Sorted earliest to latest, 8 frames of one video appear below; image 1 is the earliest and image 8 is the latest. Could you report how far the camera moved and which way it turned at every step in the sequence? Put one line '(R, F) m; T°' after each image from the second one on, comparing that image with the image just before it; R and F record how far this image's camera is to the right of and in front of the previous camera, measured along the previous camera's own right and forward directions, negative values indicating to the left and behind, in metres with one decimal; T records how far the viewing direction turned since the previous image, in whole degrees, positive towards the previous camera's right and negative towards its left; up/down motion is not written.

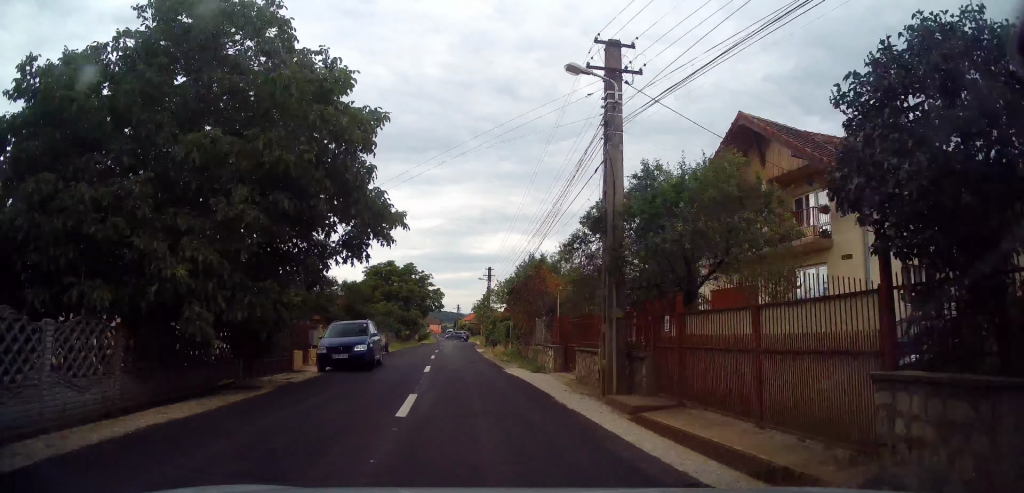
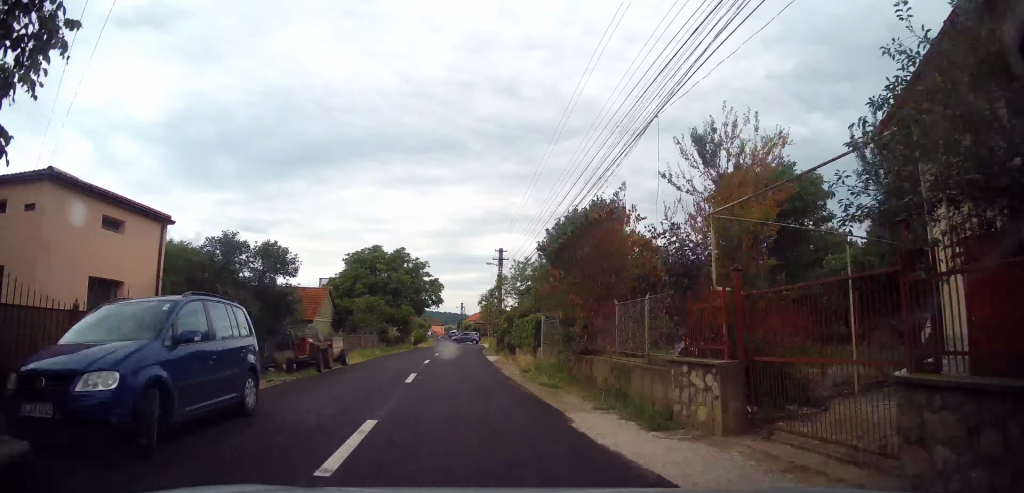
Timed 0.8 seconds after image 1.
(0.0, +12.1) m; -2°
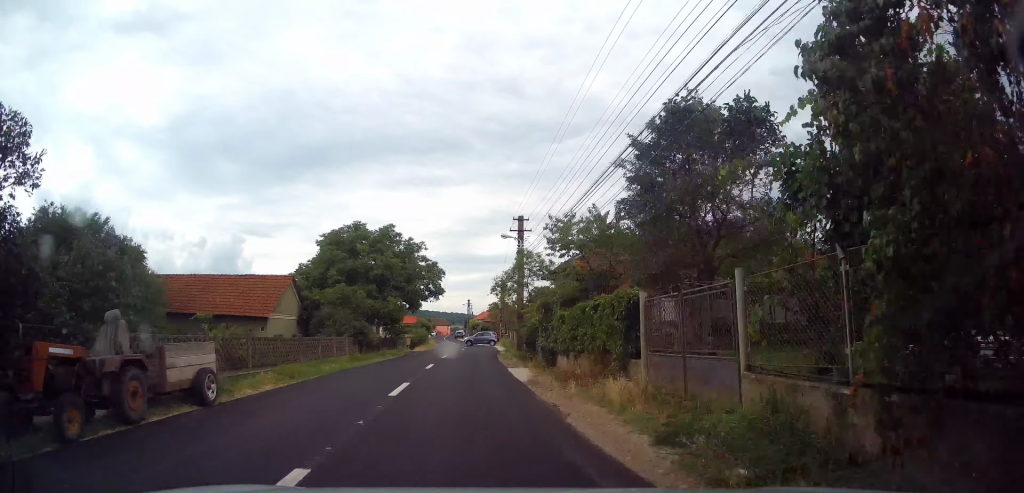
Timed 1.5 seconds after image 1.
(-0.5, +11.4) m; 0°
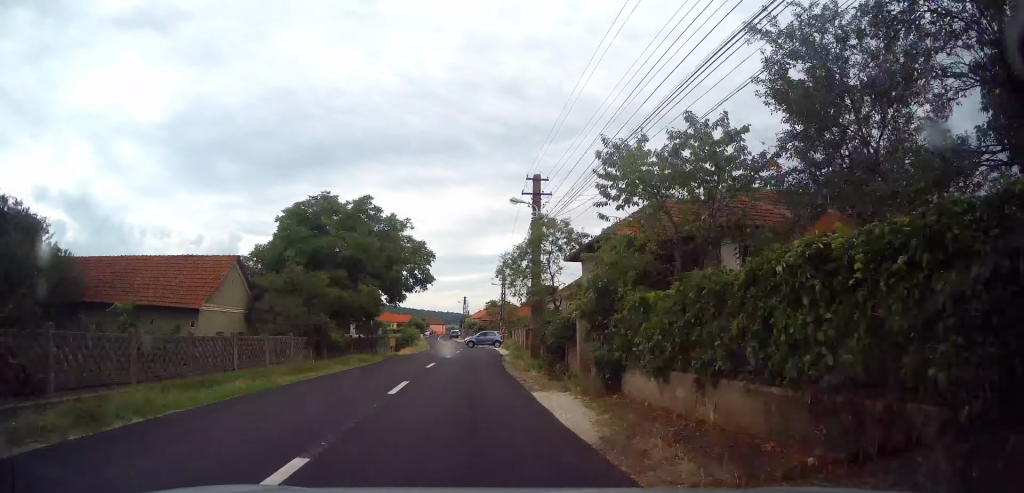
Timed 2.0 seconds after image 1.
(+0.2, +8.3) m; 0°
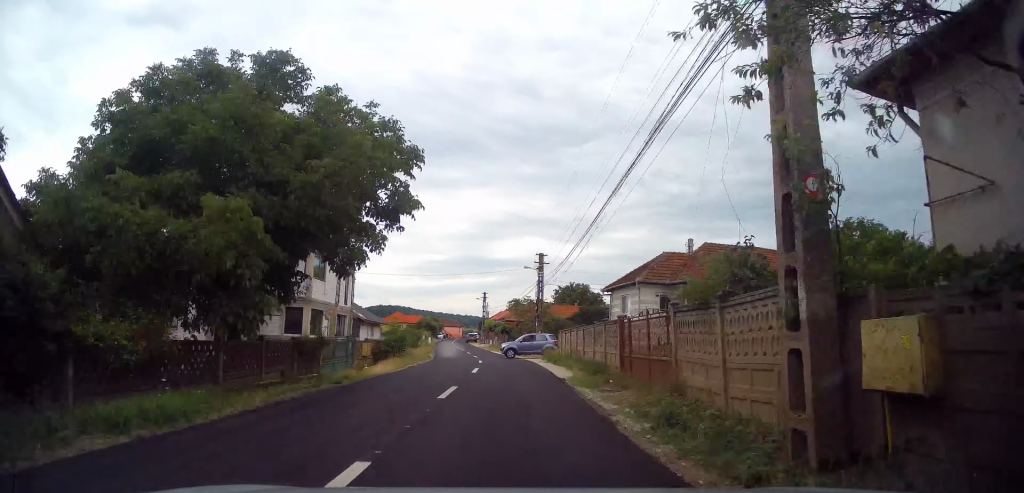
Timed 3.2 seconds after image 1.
(+0.1, +17.6) m; 0°
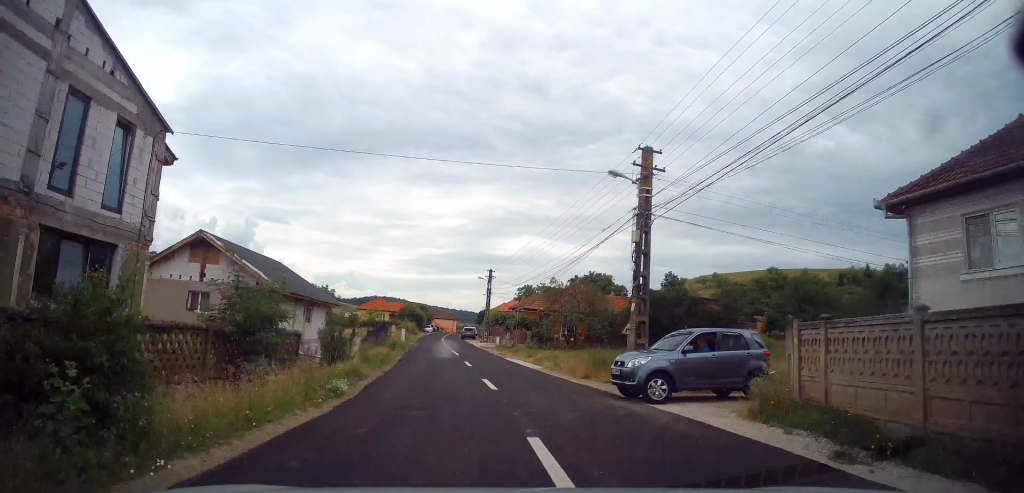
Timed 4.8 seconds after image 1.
(+0.1, +24.3) m; -1°
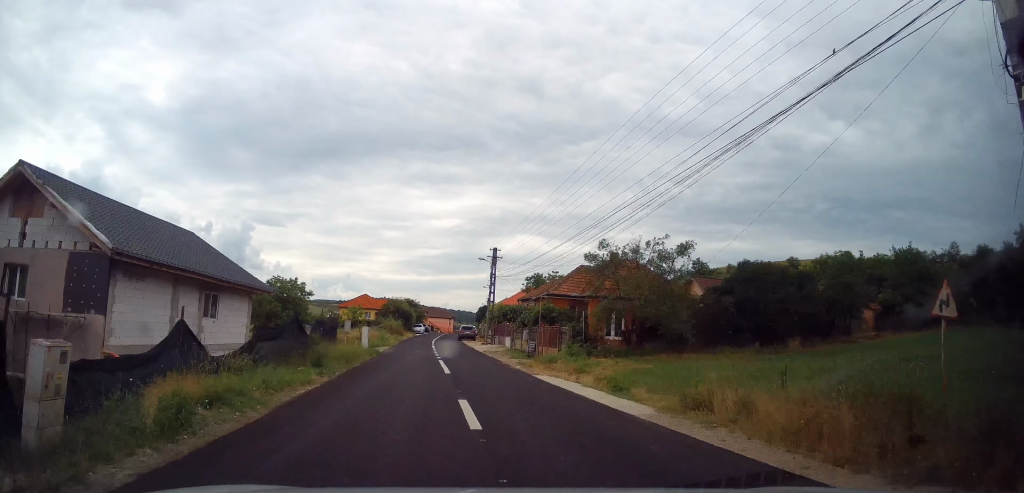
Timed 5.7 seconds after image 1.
(-0.4, +14.2) m; 0°
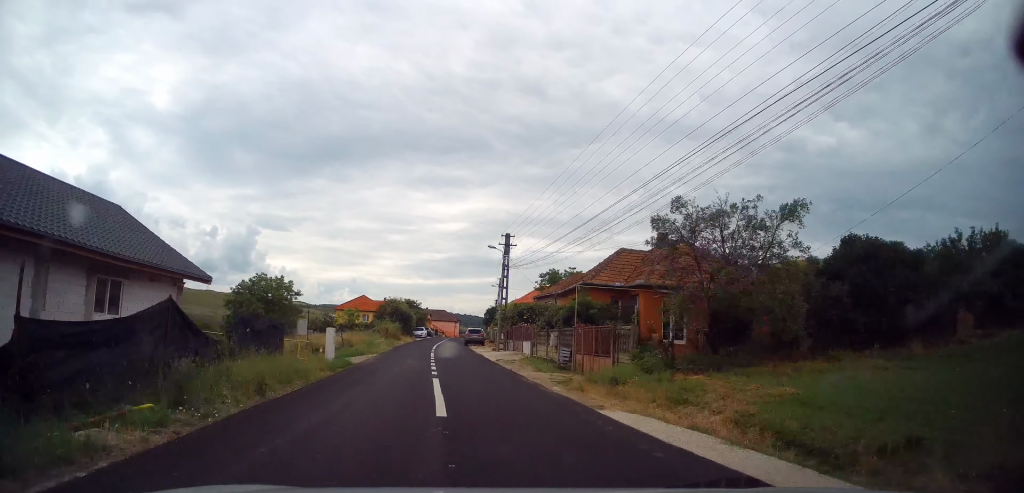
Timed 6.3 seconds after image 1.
(+0.2, +7.6) m; 0°
